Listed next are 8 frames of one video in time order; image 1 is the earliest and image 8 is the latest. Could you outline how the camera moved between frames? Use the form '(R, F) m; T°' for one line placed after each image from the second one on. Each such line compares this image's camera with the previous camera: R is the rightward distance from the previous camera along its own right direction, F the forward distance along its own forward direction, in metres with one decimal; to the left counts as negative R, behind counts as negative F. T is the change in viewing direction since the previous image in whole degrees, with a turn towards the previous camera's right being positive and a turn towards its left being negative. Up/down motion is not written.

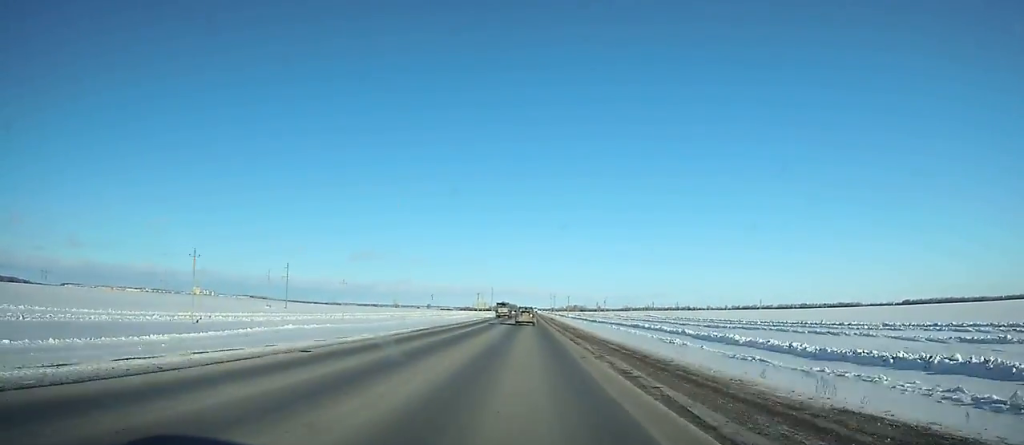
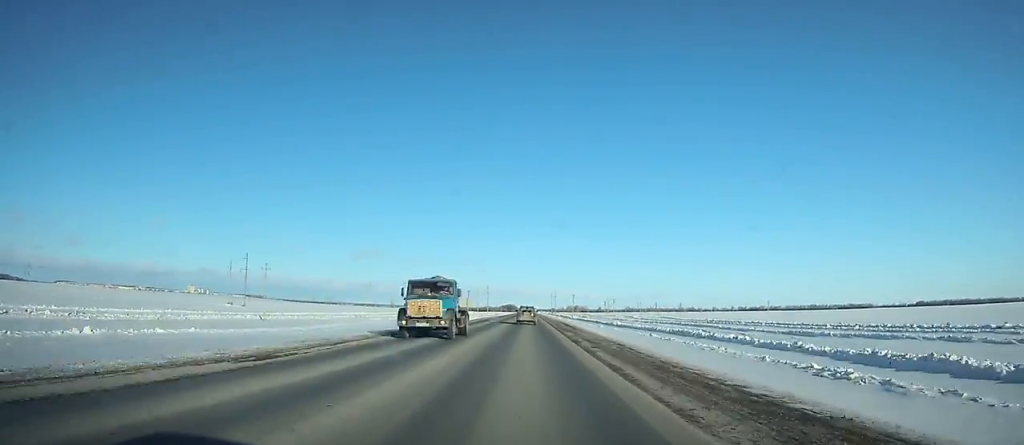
(0.0, +38.4) m; 0°
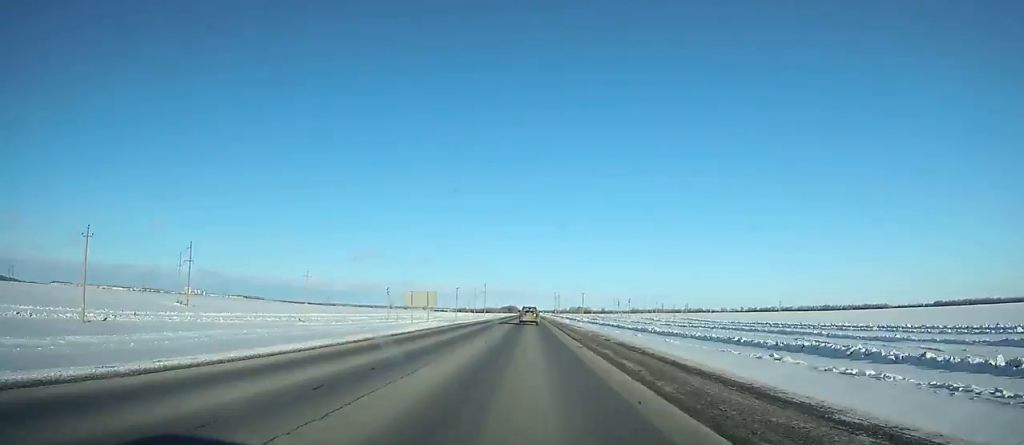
(0.0, +41.5) m; 0°
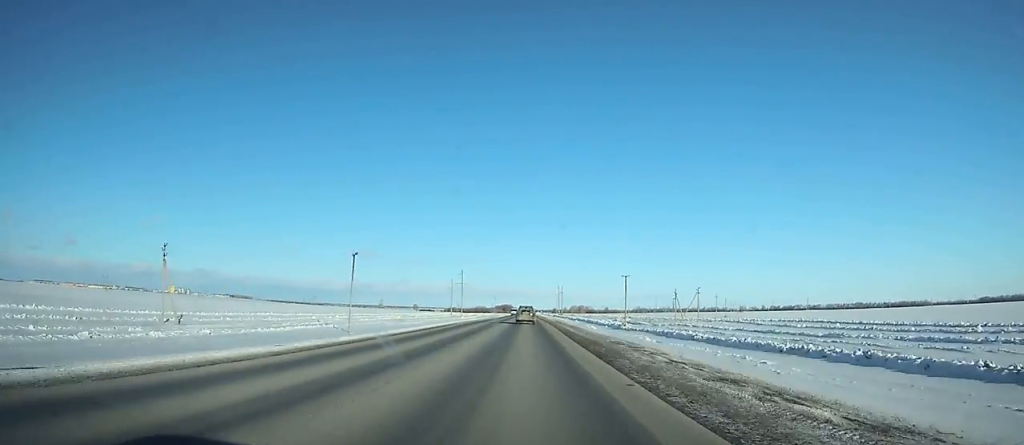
(+0.2, +109.1) m; 0°
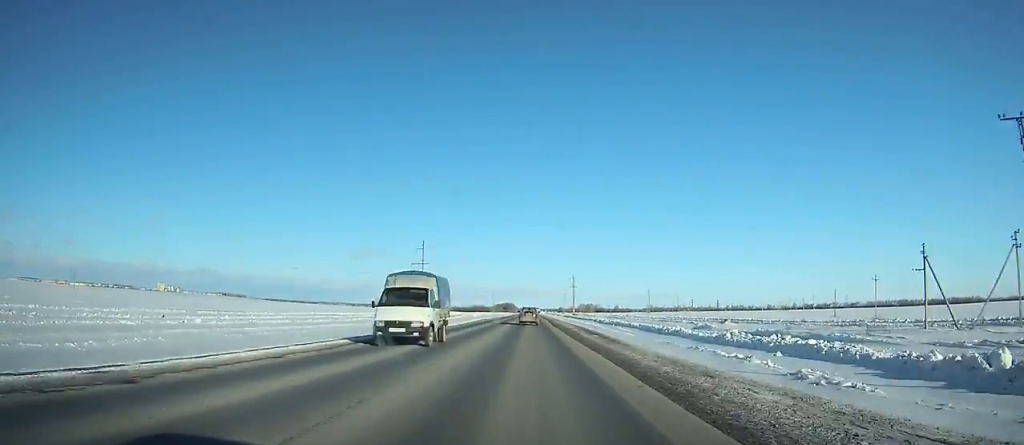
(0.0, +101.9) m; 0°
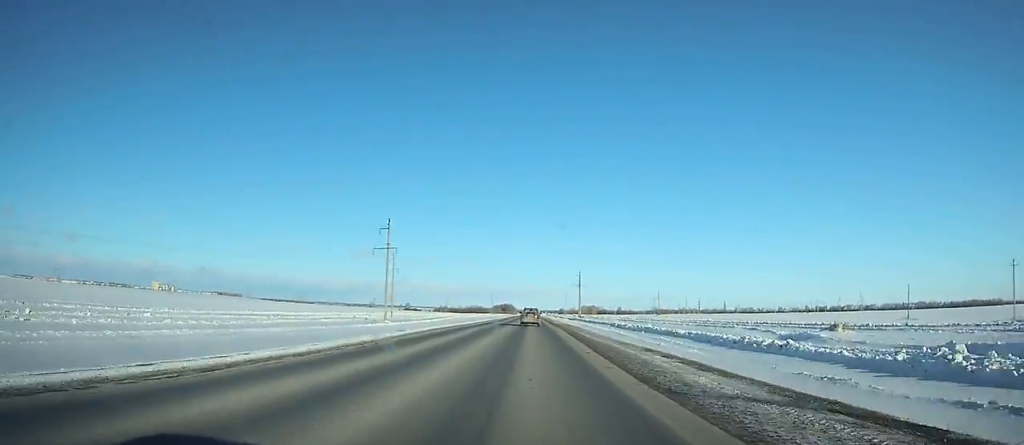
(0.0, +39.9) m; 0°
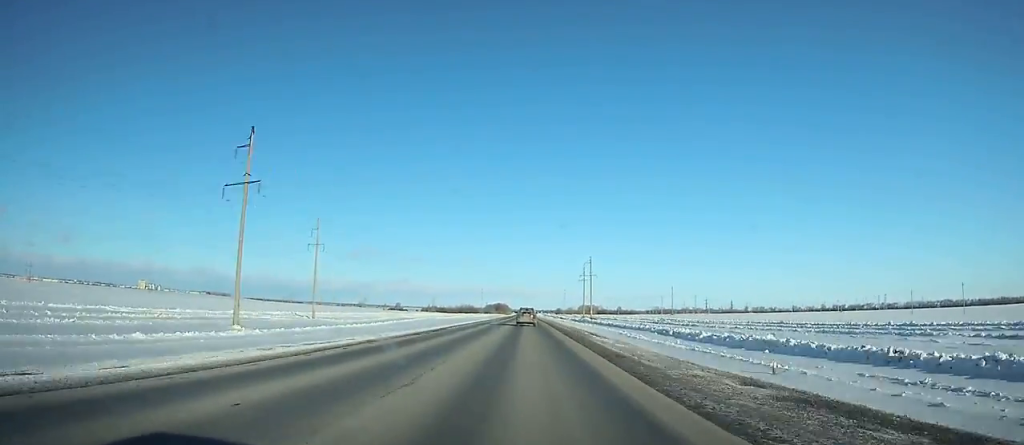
(0.0, +59.9) m; 0°
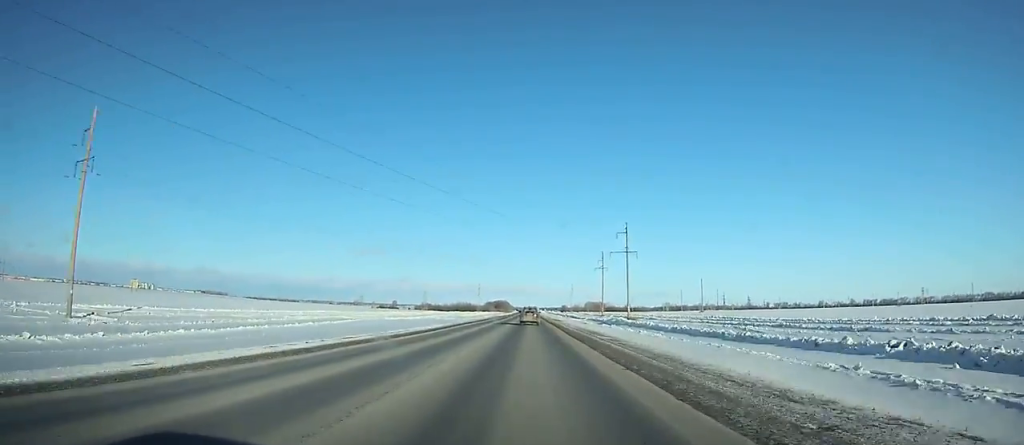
(+0.2, +65.8) m; 0°
